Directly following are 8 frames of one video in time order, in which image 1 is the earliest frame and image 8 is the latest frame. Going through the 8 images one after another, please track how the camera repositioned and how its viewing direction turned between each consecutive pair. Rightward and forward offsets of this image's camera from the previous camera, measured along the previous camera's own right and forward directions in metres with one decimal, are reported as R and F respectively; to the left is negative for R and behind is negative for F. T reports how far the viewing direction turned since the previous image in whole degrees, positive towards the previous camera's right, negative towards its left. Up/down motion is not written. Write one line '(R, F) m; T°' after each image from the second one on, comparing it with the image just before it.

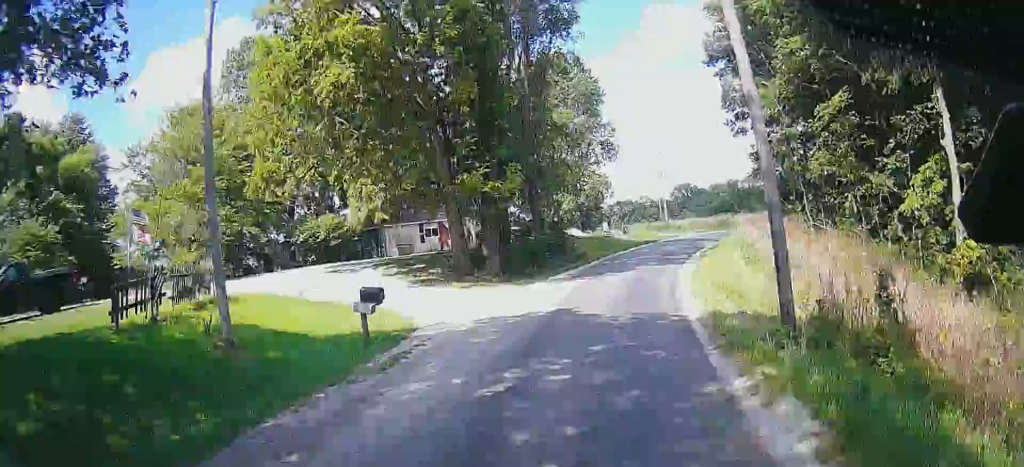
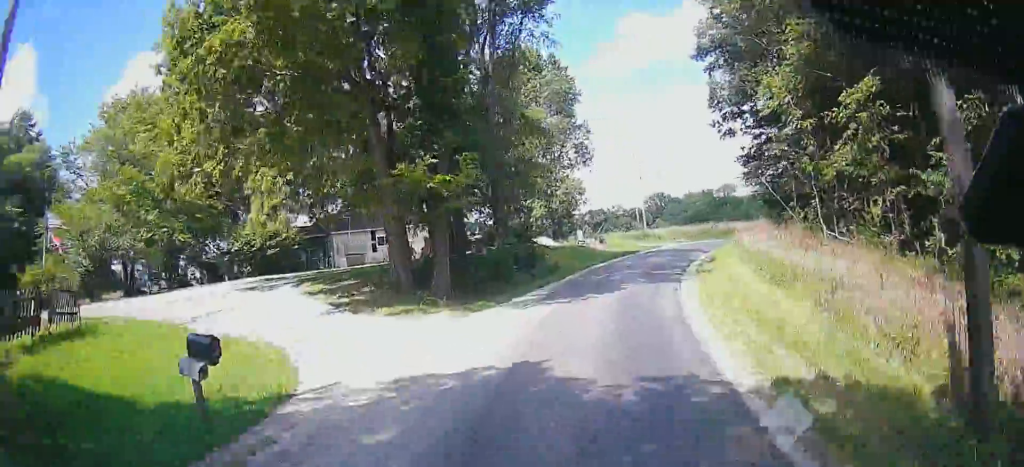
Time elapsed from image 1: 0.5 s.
(-0.1, +5.3) m; 0°
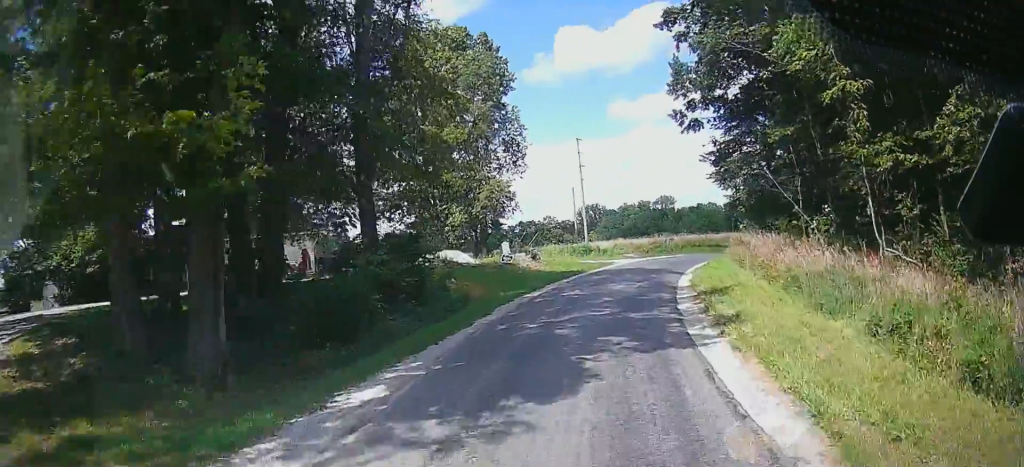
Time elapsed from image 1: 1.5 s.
(0.0, +10.8) m; +6°
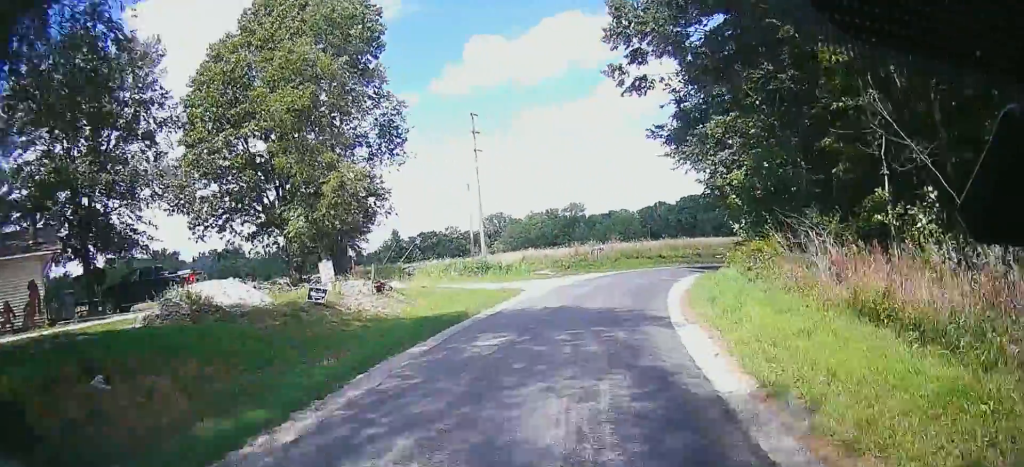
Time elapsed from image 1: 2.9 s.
(+1.8, +15.0) m; +10°
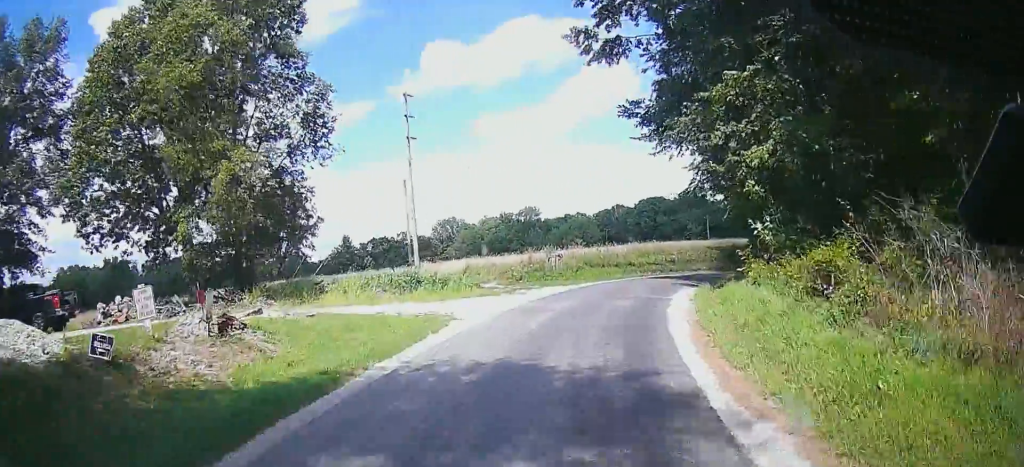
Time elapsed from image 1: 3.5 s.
(+0.2, +7.1) m; +1°
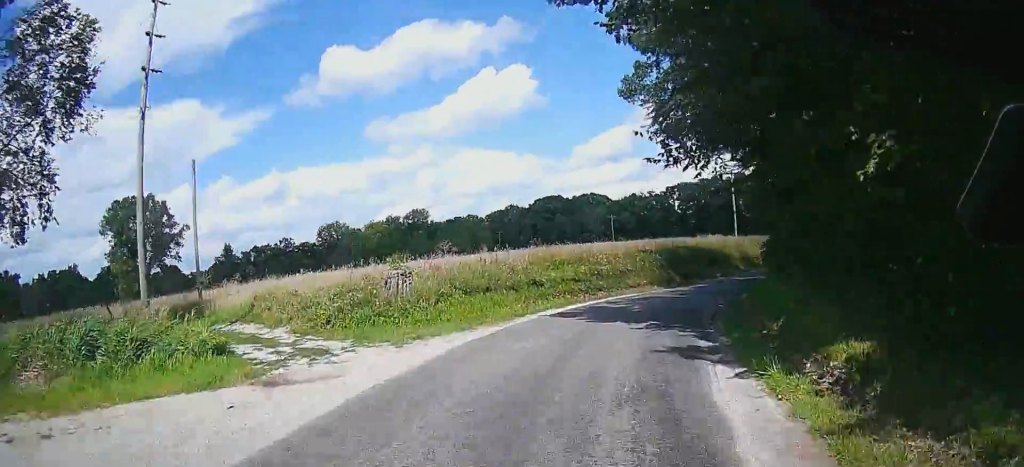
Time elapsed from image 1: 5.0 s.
(+1.1, +16.6) m; +11°
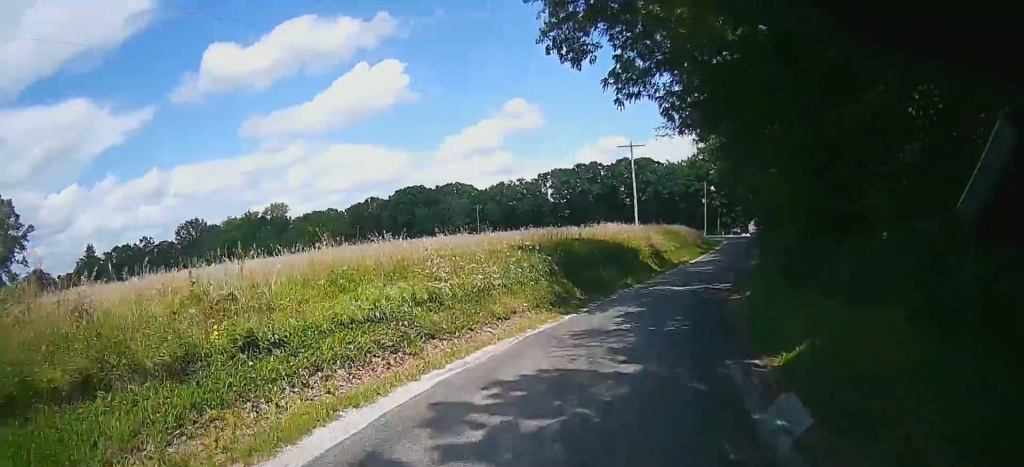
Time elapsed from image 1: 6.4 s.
(+1.4, +15.1) m; +9°
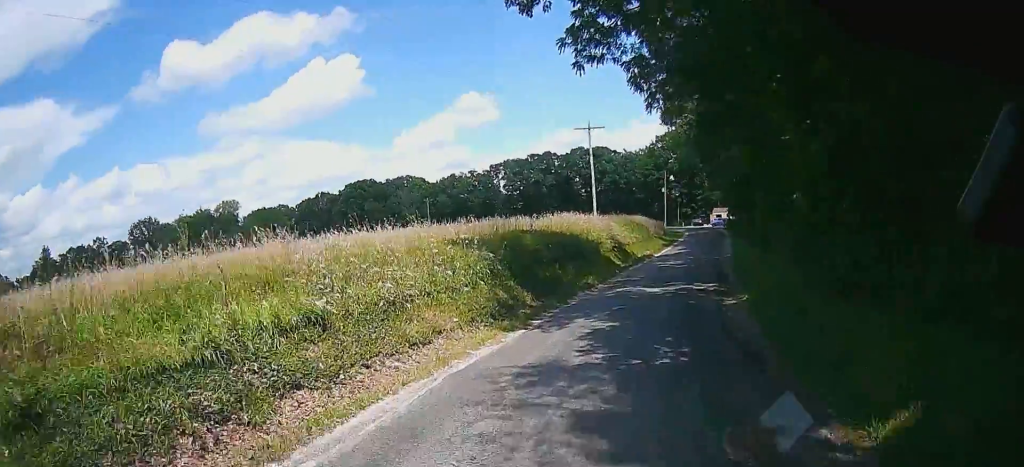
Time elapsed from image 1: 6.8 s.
(0.0, +4.8) m; +3°
